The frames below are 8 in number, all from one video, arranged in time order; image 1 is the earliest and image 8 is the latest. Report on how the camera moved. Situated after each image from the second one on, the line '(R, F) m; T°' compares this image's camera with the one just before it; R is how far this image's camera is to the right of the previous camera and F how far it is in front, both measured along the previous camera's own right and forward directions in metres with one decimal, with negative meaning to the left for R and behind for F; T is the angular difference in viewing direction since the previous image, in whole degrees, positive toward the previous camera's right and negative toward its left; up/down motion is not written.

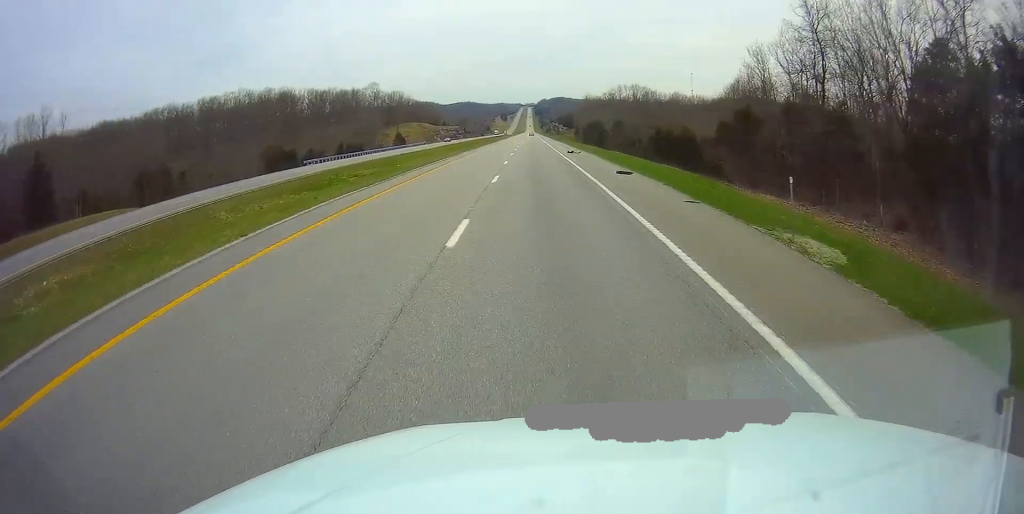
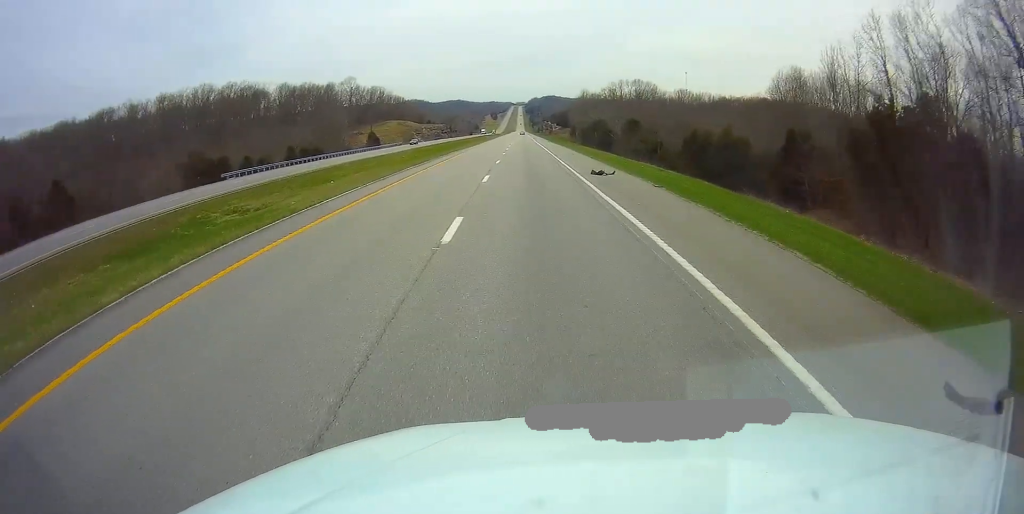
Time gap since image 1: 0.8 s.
(0.0, +24.0) m; 0°
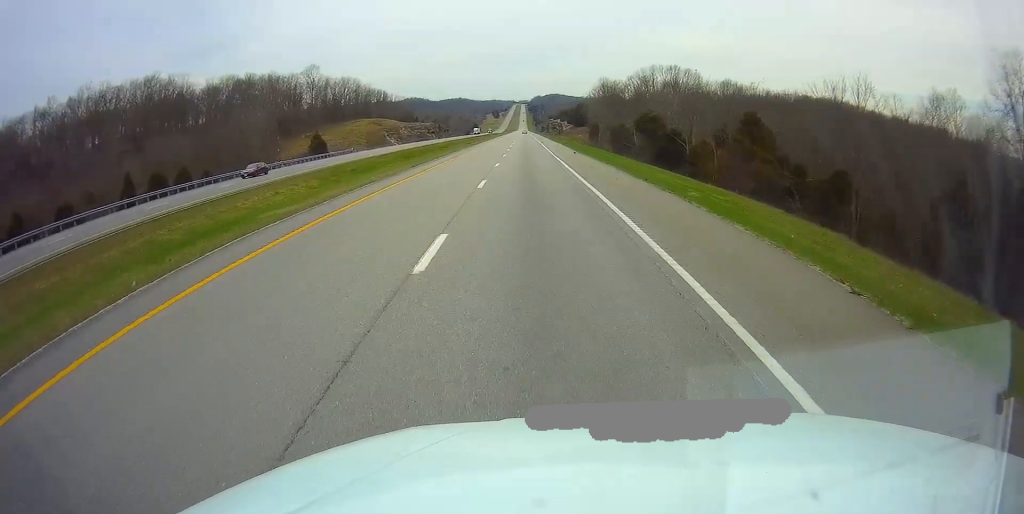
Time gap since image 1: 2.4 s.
(-0.1, +51.1) m; 0°
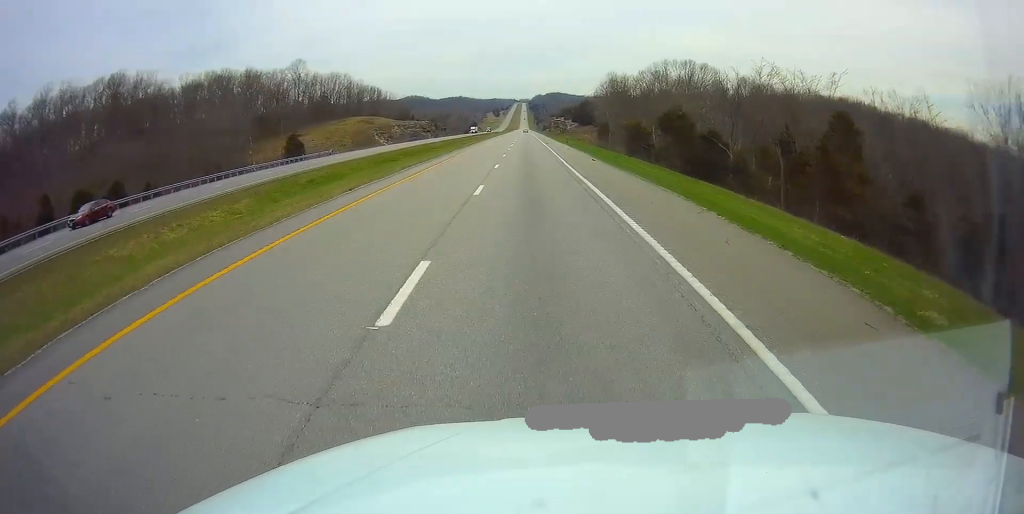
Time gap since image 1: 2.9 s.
(-0.1, +14.6) m; 0°
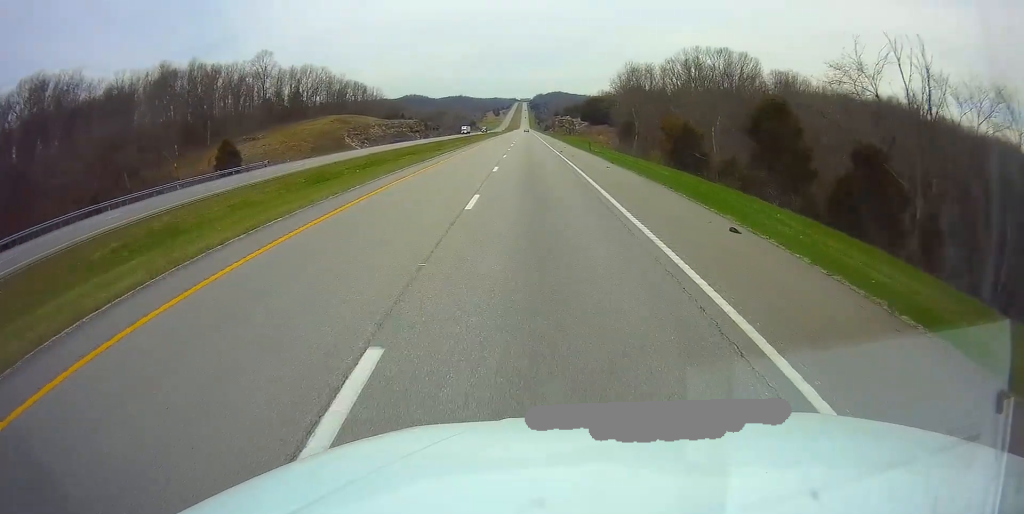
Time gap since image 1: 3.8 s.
(+0.2, +28.1) m; 0°
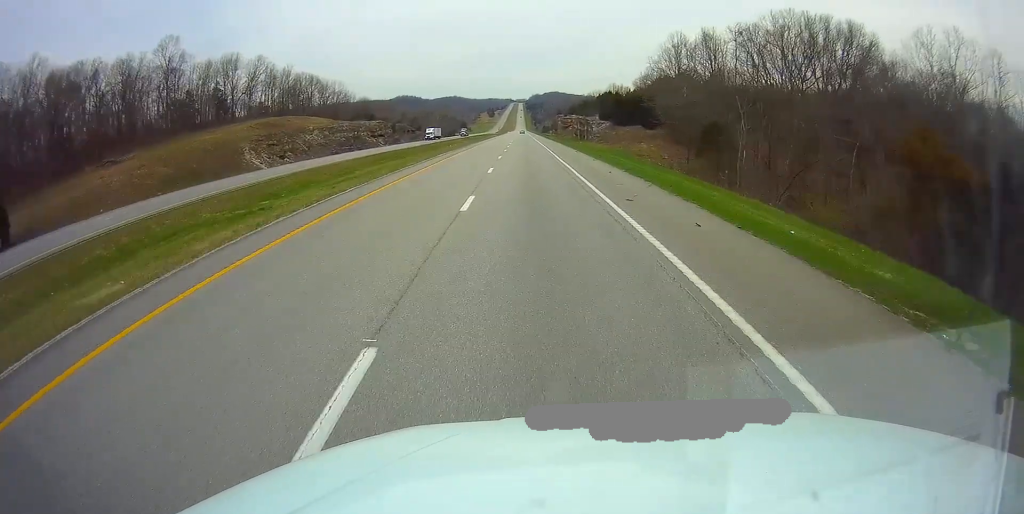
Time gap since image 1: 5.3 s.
(0.0, +49.1) m; 0°
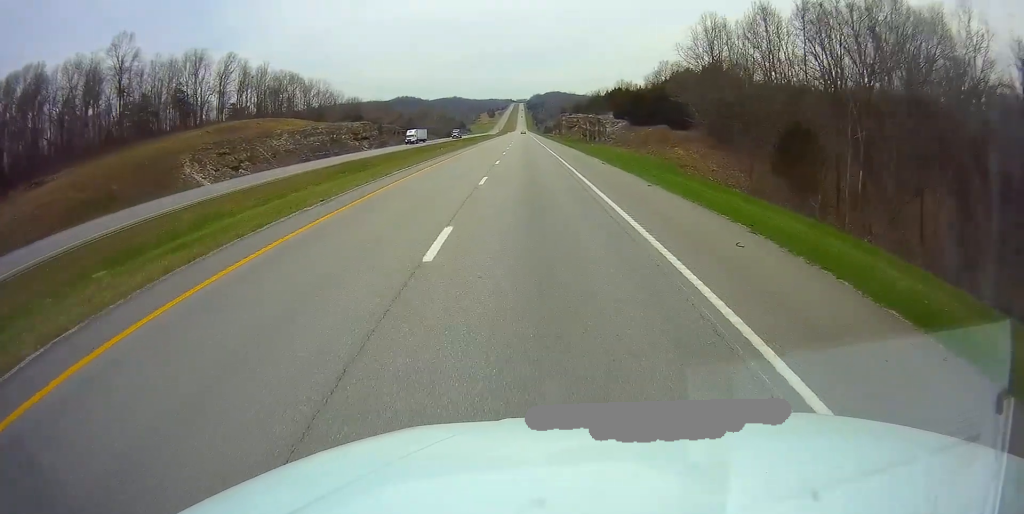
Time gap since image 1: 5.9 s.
(0.0, +17.7) m; 0°
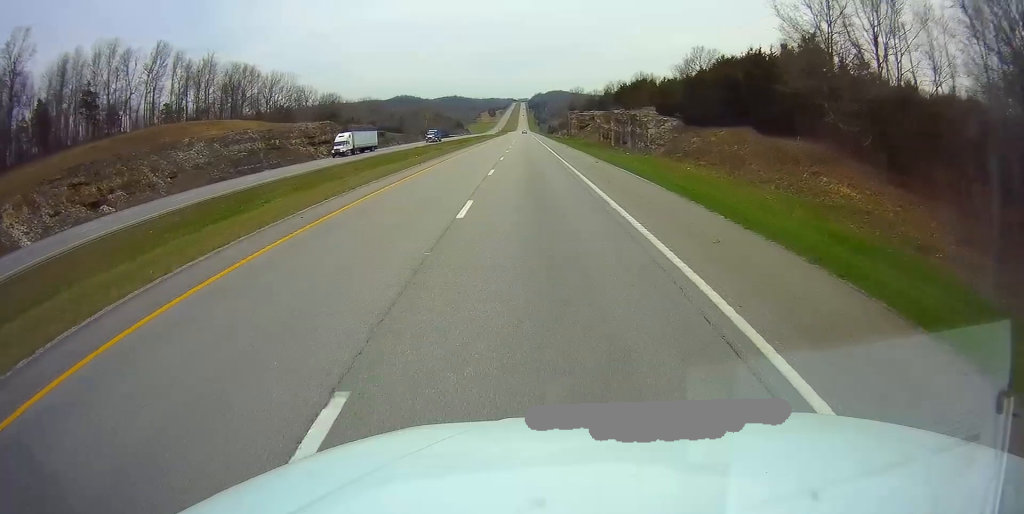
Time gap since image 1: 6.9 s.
(-0.2, +32.3) m; 0°
